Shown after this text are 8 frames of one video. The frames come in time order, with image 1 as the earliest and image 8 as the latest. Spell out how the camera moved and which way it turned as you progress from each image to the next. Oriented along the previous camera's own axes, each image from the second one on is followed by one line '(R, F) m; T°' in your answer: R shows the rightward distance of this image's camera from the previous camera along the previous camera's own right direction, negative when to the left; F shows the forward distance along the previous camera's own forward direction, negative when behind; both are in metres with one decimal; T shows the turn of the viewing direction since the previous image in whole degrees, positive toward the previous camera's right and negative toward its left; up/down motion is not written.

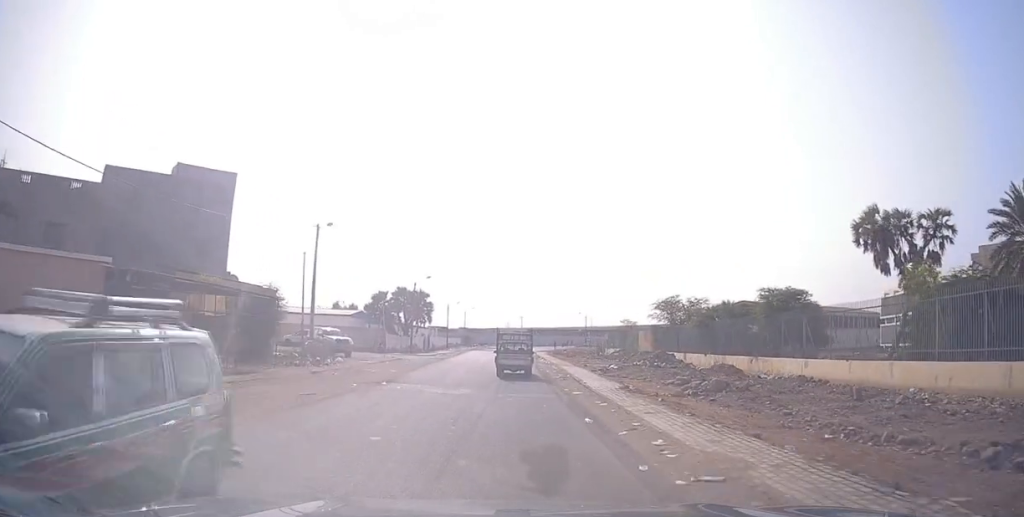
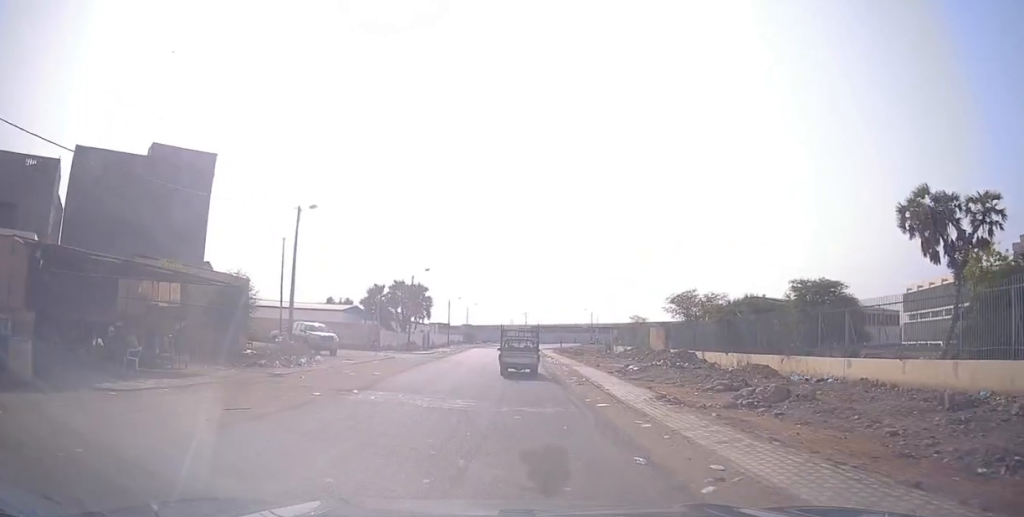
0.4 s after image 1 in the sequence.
(-0.1, +4.2) m; -1°
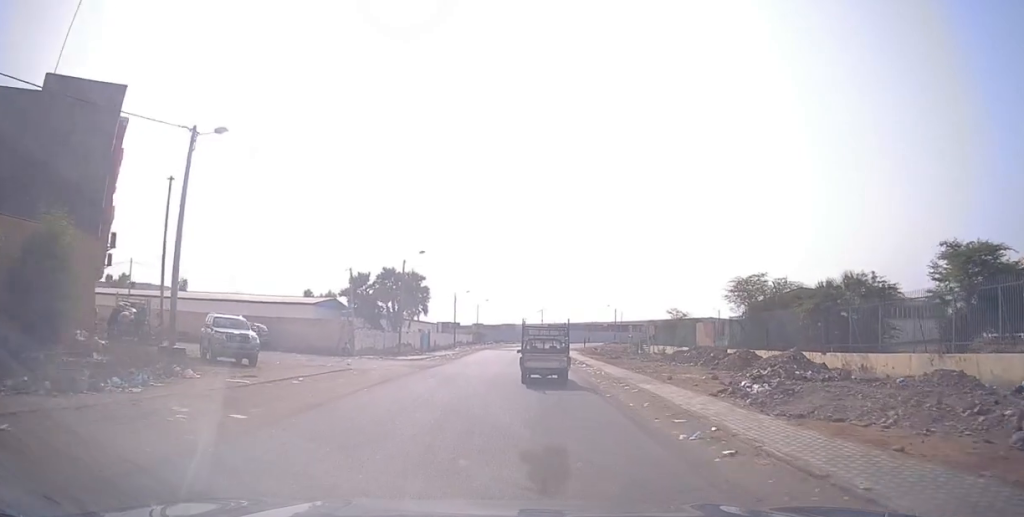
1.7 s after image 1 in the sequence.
(-0.2, +12.7) m; -2°
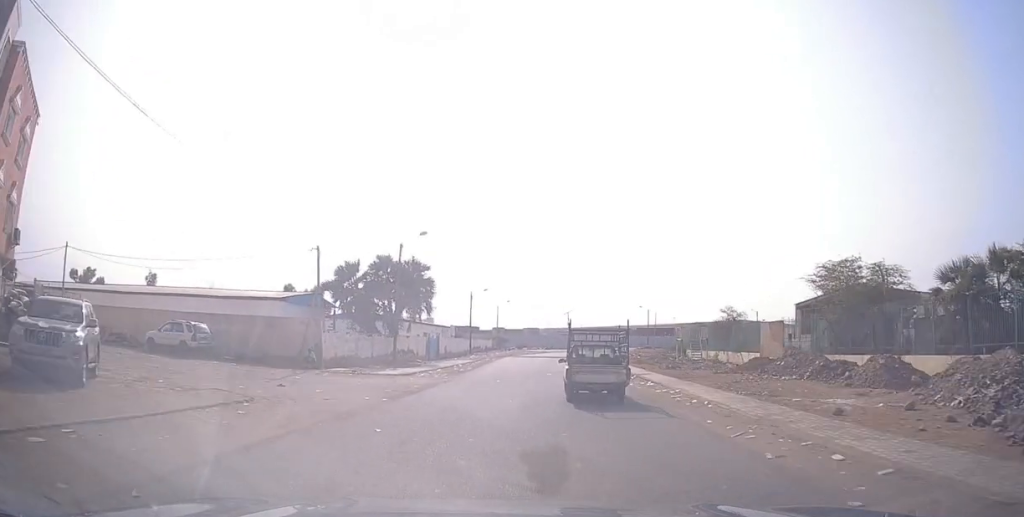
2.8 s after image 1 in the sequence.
(-0.2, +10.8) m; -2°
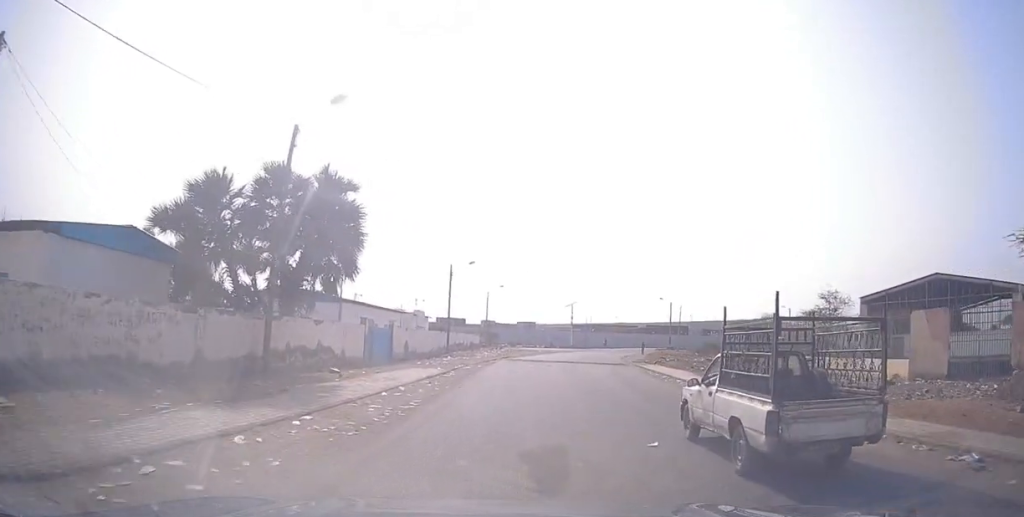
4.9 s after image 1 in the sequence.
(-0.6, +22.8) m; +1°
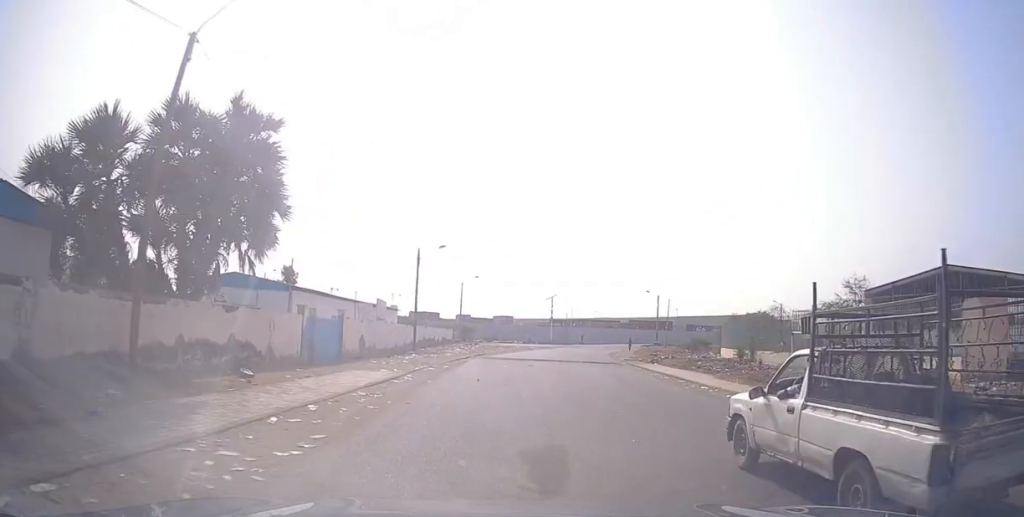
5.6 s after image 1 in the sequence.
(+0.3, +5.7) m; +3°
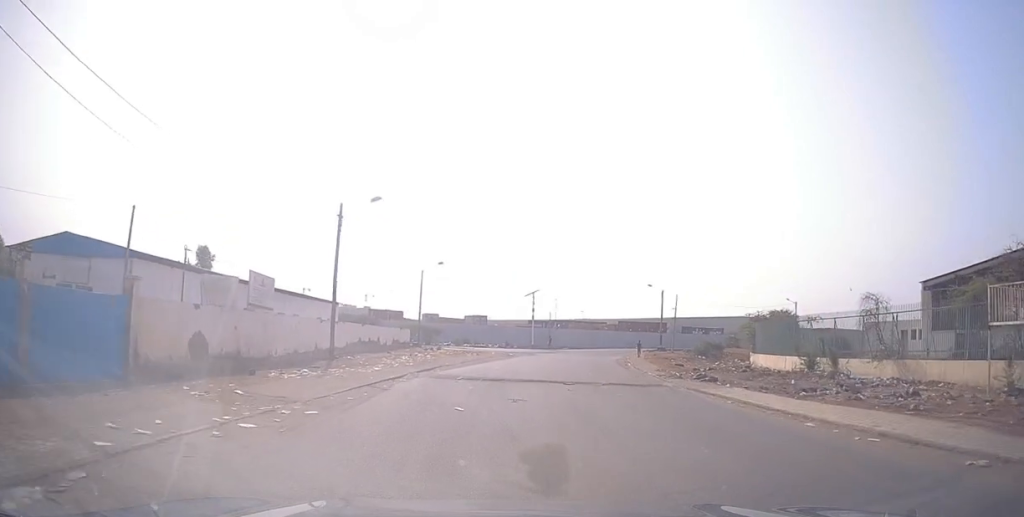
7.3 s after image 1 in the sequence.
(+0.5, +15.3) m; +2°
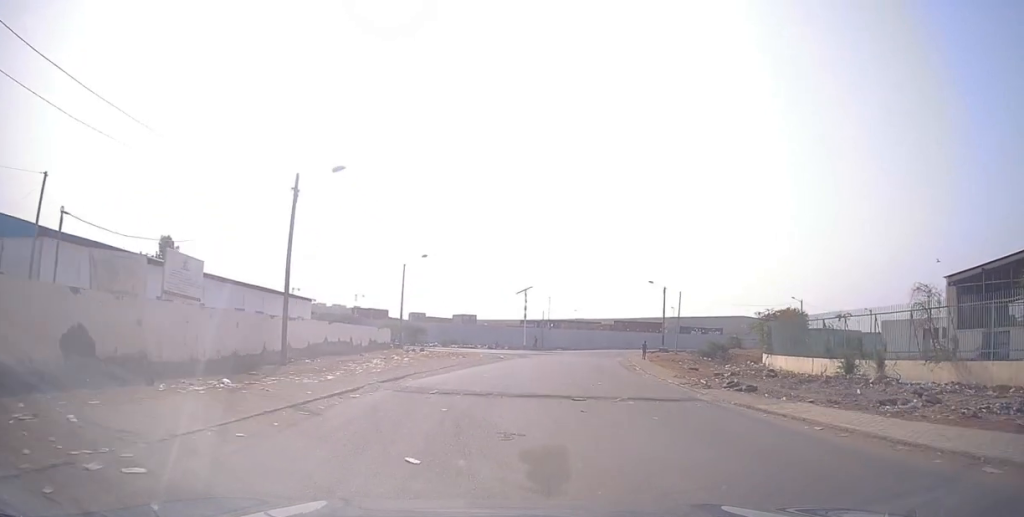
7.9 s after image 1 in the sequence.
(0.0, +6.1) m; -1°
